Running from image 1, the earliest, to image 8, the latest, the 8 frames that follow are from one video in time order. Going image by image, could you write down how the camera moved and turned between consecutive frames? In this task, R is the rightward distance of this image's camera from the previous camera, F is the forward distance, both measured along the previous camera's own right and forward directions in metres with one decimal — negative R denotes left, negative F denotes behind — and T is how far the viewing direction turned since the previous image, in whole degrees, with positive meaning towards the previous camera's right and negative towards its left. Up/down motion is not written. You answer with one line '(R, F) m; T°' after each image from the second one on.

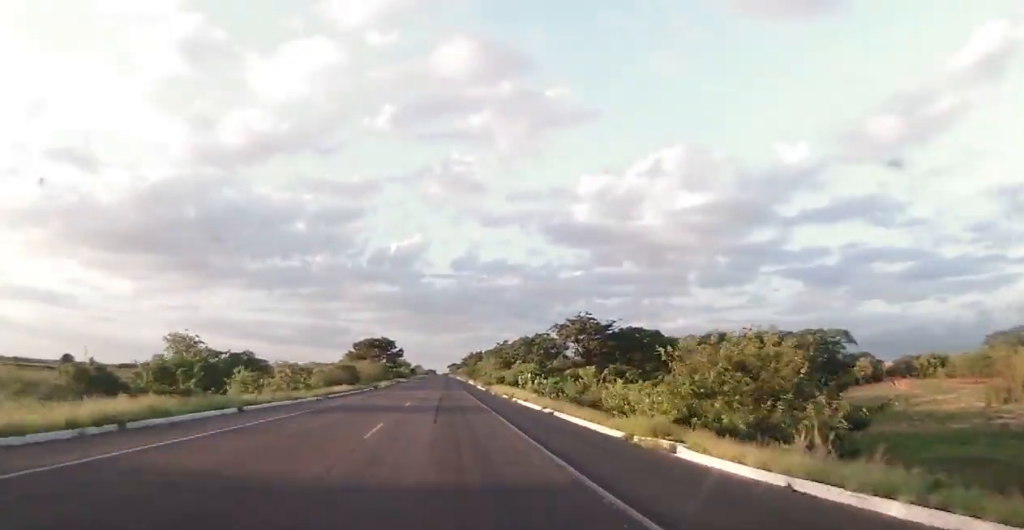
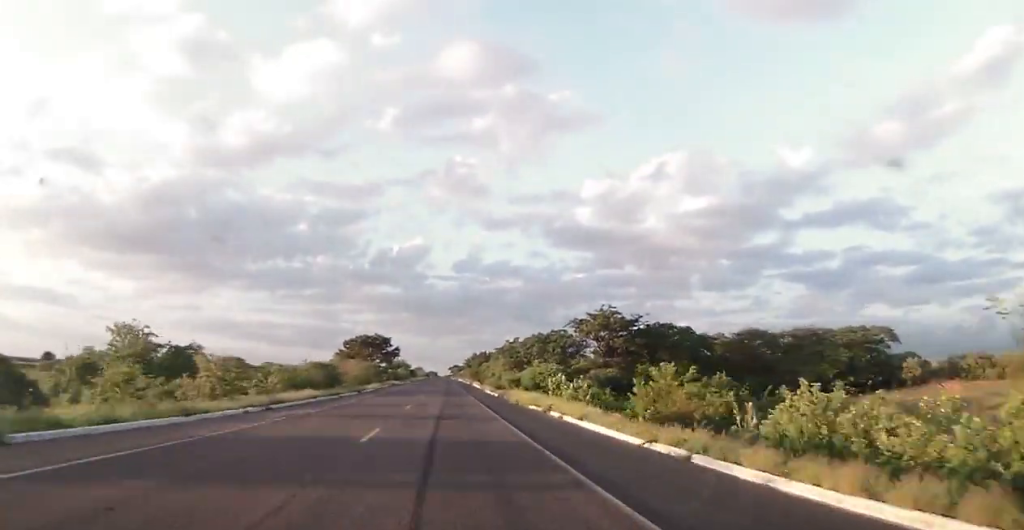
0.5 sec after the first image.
(0.0, +15.5) m; 0°
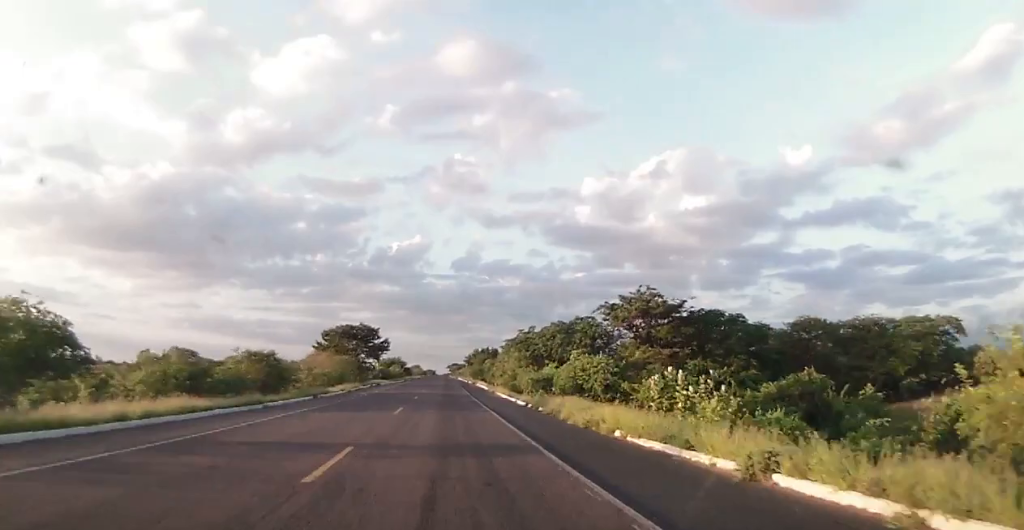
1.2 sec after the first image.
(+0.4, +20.3) m; 0°
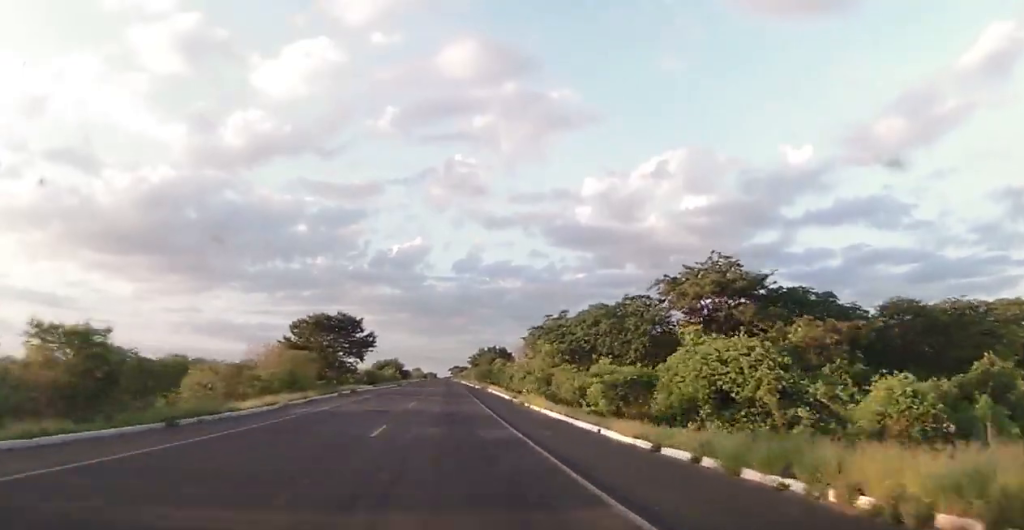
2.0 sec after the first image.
(-0.2, +22.3) m; 0°
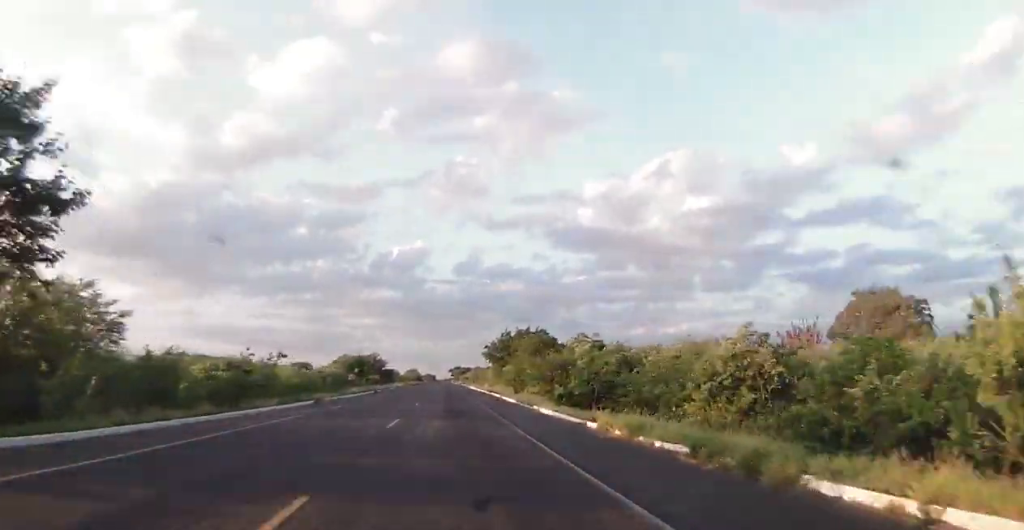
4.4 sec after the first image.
(-0.2, +70.1) m; 0°
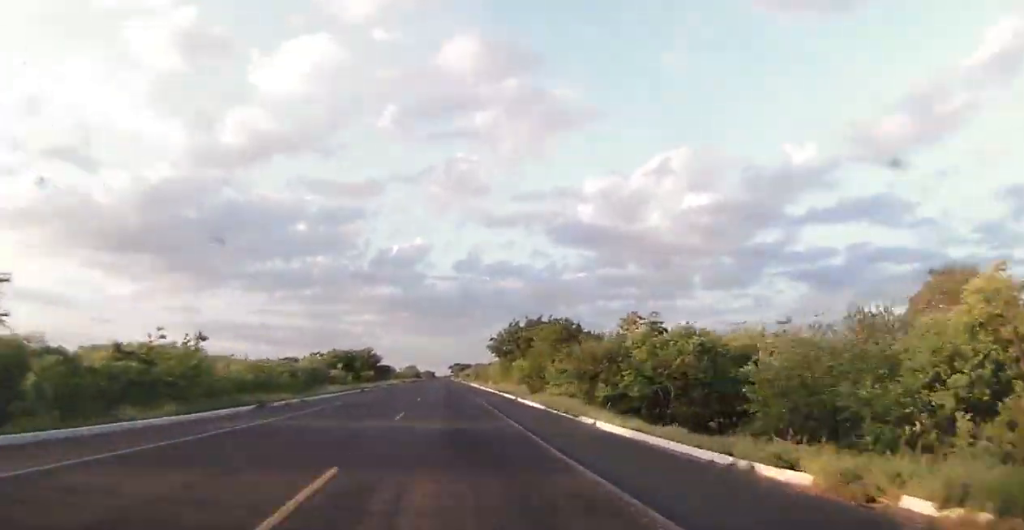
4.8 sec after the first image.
(+0.2, +12.6) m; 0°
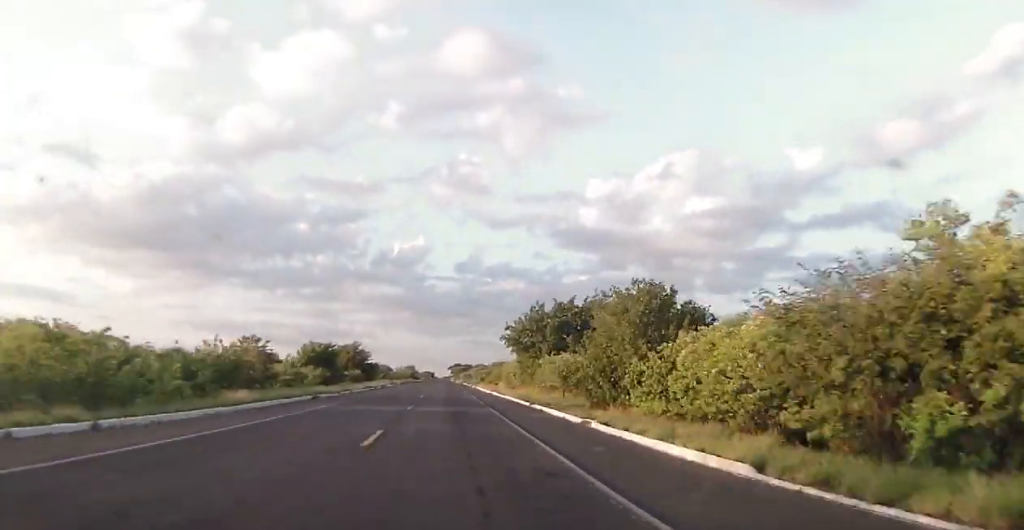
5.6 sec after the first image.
(+0.2, +22.3) m; 0°
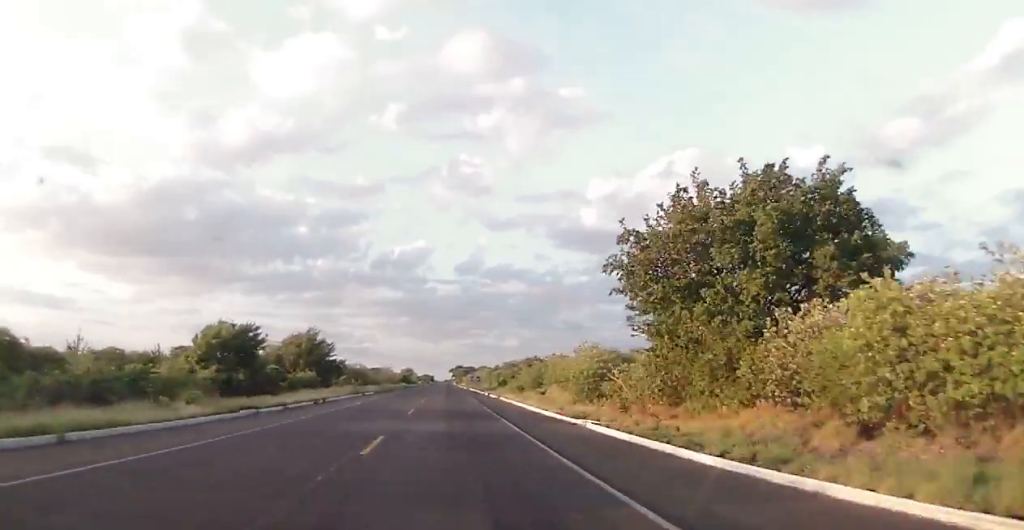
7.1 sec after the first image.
(-0.1, +43.8) m; 0°
